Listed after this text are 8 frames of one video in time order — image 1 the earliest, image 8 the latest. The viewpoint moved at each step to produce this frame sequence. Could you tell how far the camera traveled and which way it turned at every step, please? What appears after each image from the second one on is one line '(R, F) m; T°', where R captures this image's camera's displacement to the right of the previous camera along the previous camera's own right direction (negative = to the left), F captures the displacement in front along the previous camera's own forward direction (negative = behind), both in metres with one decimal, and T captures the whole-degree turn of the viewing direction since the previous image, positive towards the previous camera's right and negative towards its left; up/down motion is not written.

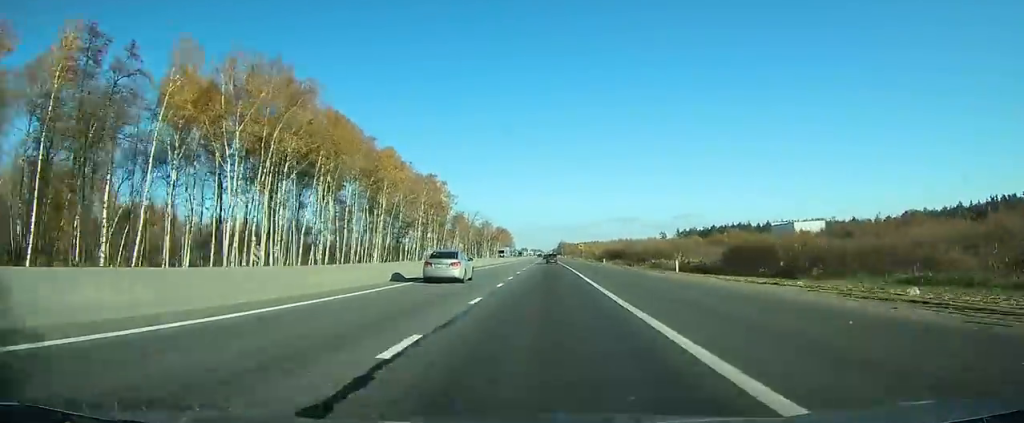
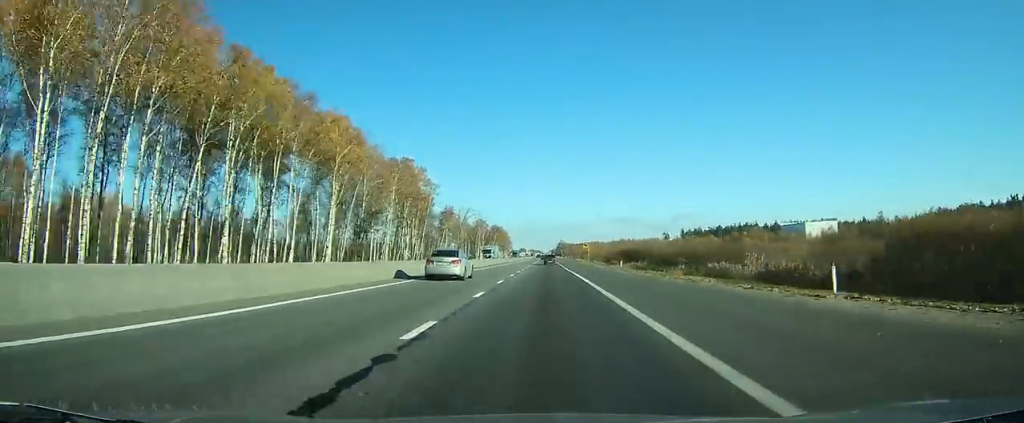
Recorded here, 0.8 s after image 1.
(0.0, +21.7) m; 0°
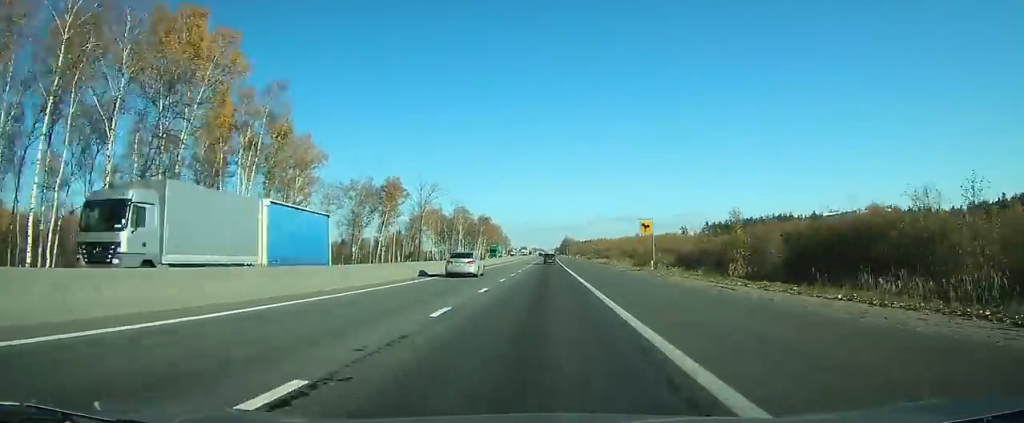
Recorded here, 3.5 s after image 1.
(-0.1, +71.3) m; 0°
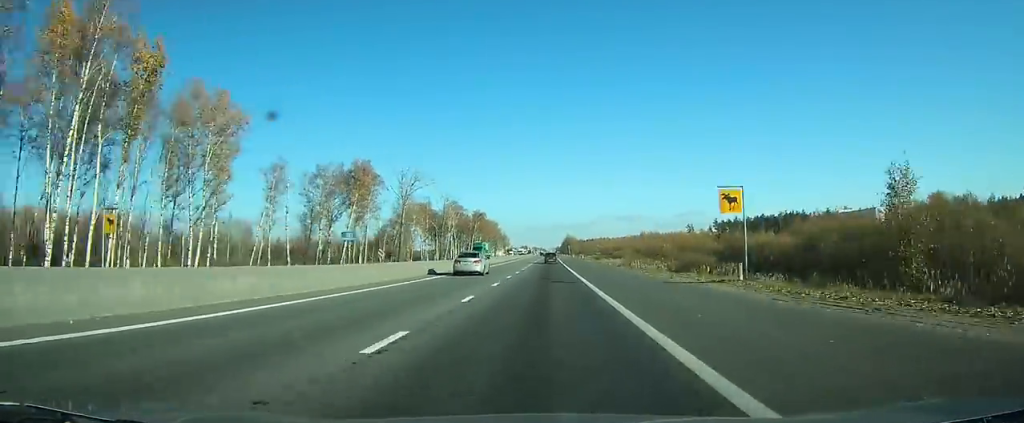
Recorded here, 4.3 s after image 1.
(0.0, +21.0) m; 0°
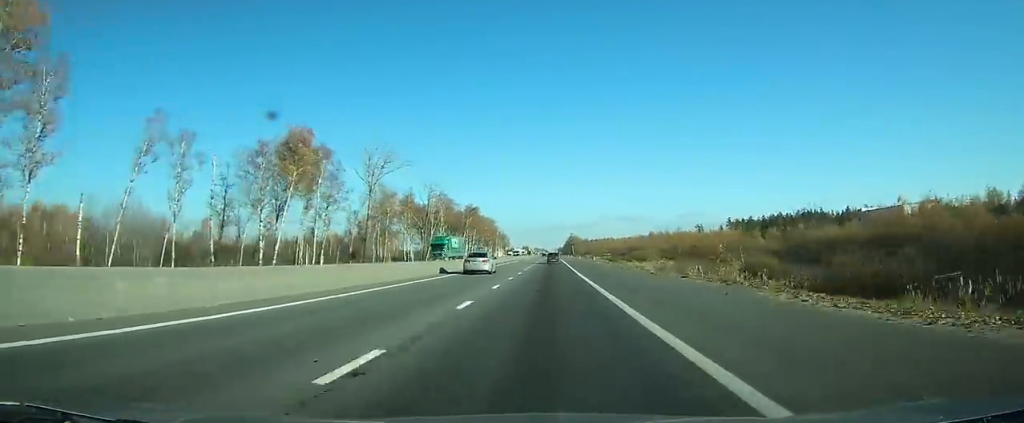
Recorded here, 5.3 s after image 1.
(0.0, +25.9) m; 0°
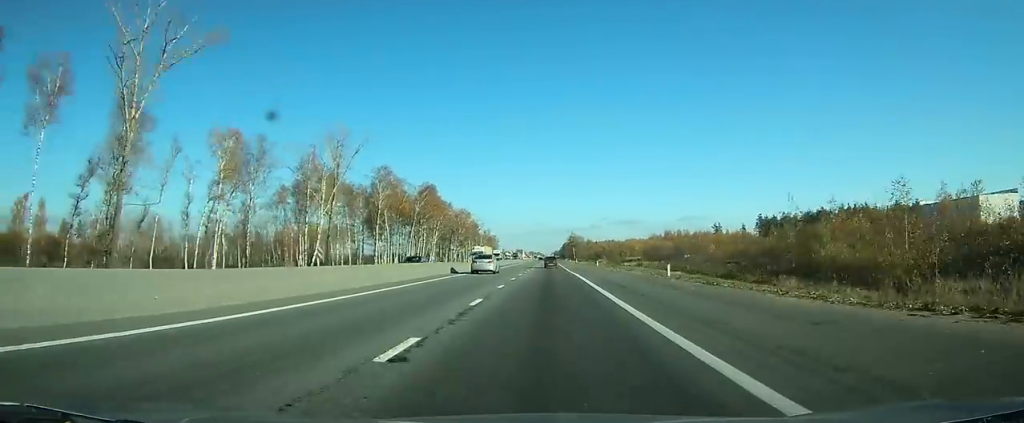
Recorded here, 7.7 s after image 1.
(-0.1, +64.9) m; 0°
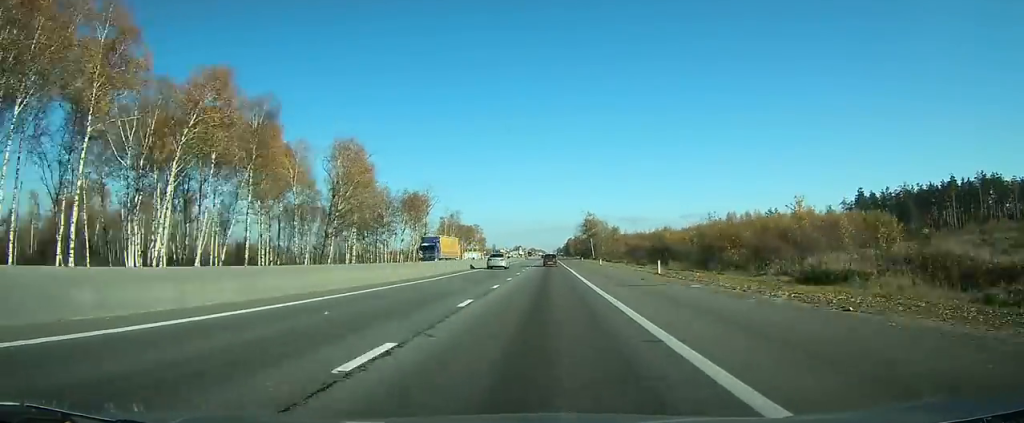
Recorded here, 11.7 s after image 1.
(+0.1, +107.9) m; 0°
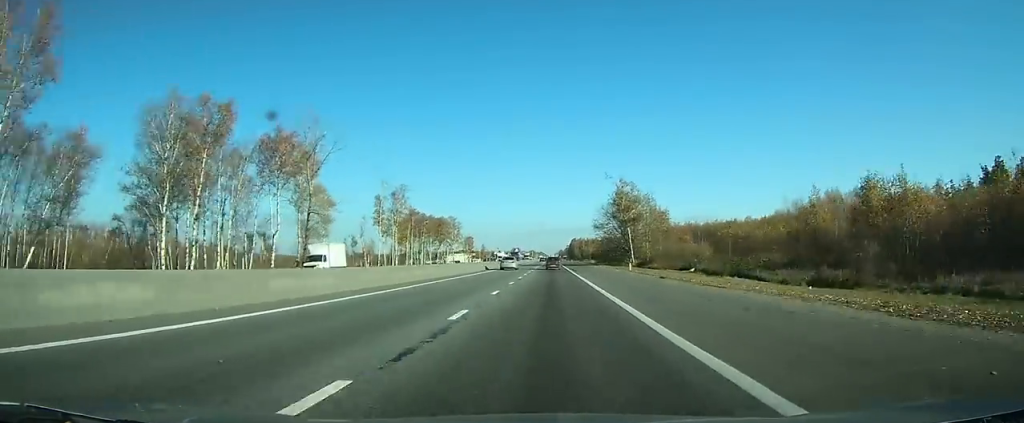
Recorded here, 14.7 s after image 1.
(-0.1, +71.9) m; 0°
